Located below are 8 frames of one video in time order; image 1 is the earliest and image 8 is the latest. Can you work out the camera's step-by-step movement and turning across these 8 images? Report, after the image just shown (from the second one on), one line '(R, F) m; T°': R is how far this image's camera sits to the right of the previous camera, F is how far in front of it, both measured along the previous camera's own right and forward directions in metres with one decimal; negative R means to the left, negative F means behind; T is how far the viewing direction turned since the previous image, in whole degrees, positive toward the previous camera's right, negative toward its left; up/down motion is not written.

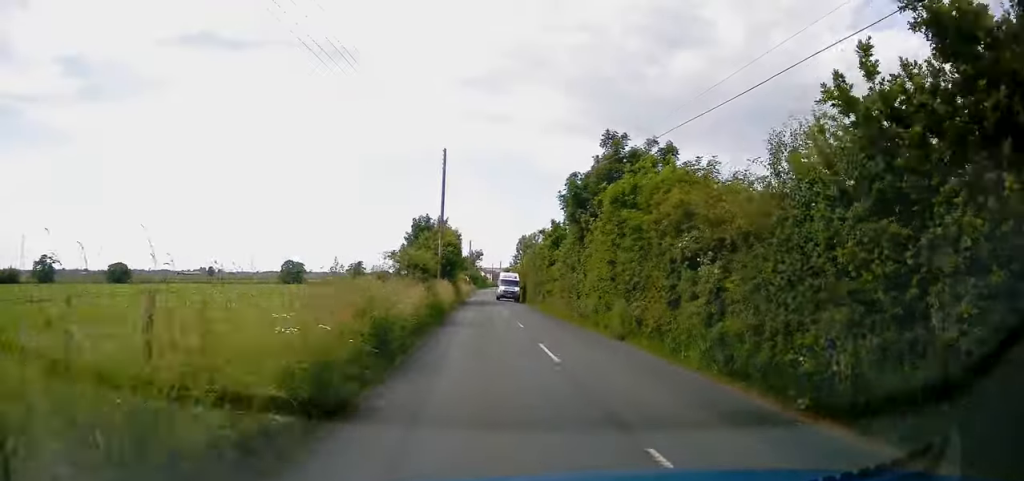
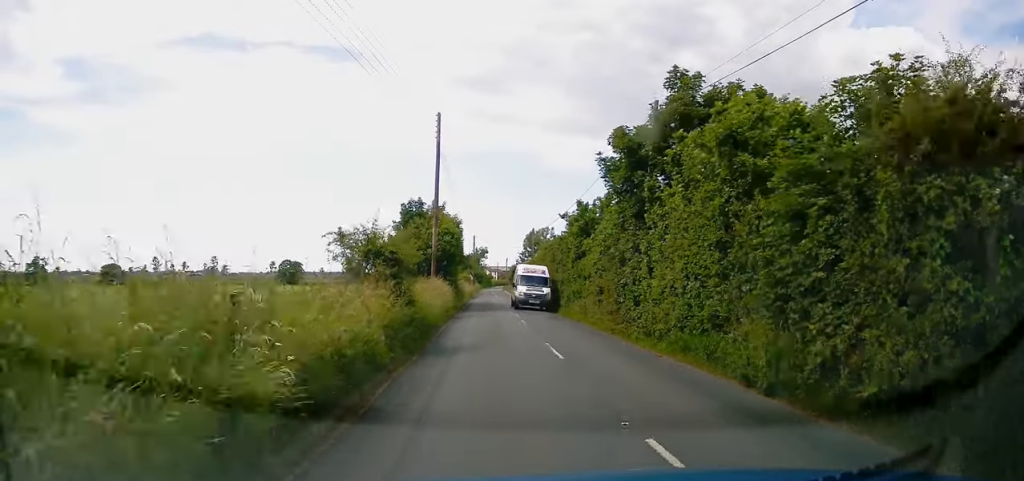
(0.0, +8.6) m; -1°
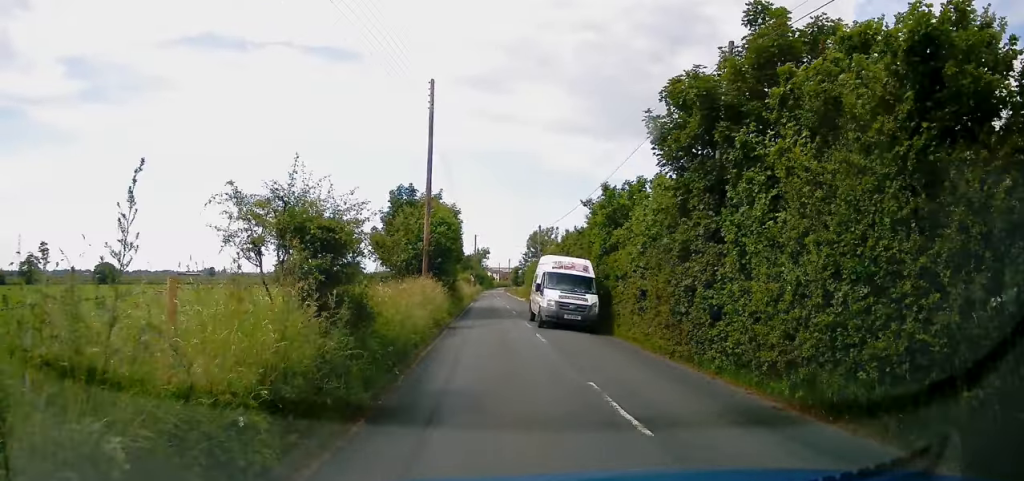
(-0.1, +5.5) m; -1°
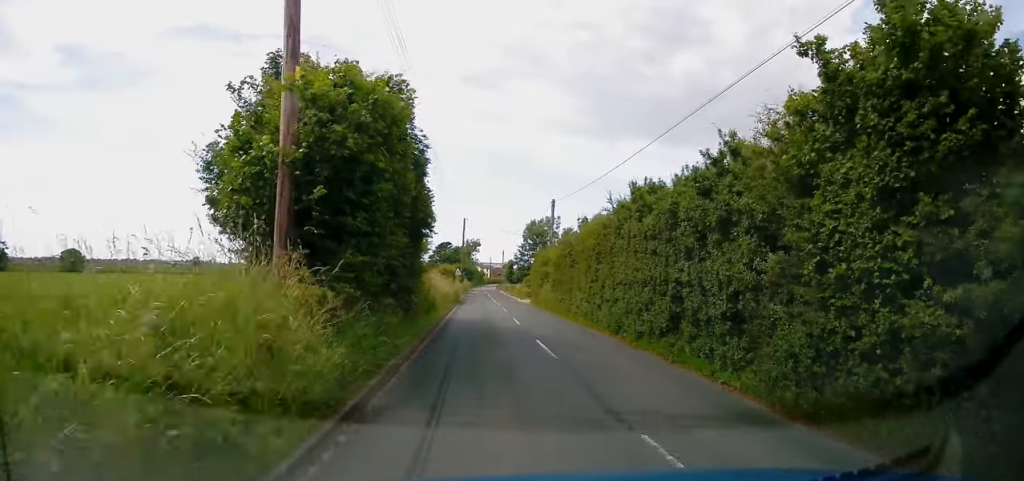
(-0.3, +17.5) m; 0°
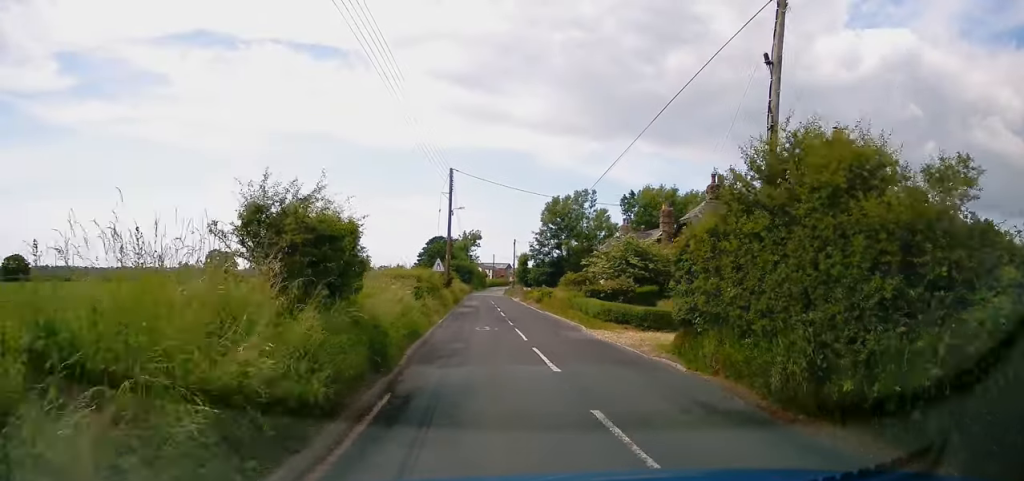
(+1.5, +34.2) m; +2°
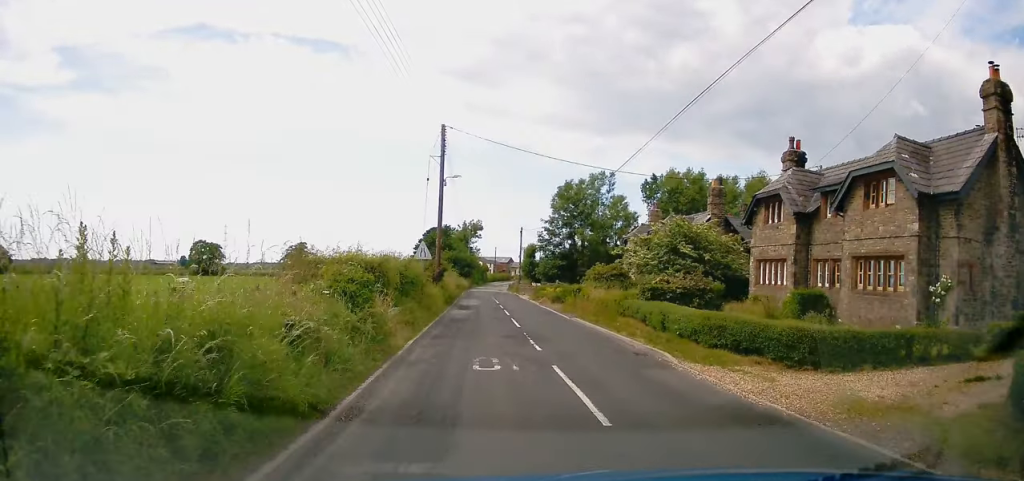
(-0.1, +9.9) m; 0°
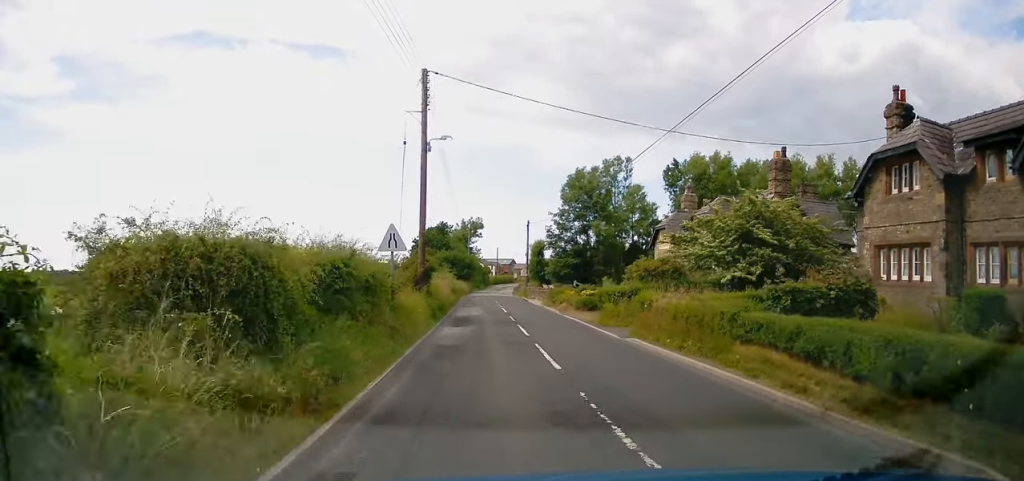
(-0.1, +9.0) m; 0°
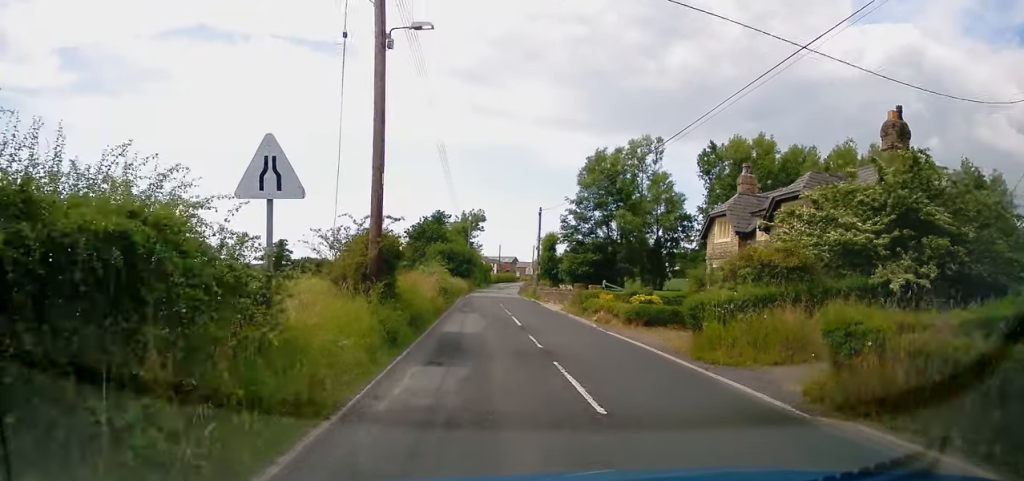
(+0.2, +9.7) m; 0°
